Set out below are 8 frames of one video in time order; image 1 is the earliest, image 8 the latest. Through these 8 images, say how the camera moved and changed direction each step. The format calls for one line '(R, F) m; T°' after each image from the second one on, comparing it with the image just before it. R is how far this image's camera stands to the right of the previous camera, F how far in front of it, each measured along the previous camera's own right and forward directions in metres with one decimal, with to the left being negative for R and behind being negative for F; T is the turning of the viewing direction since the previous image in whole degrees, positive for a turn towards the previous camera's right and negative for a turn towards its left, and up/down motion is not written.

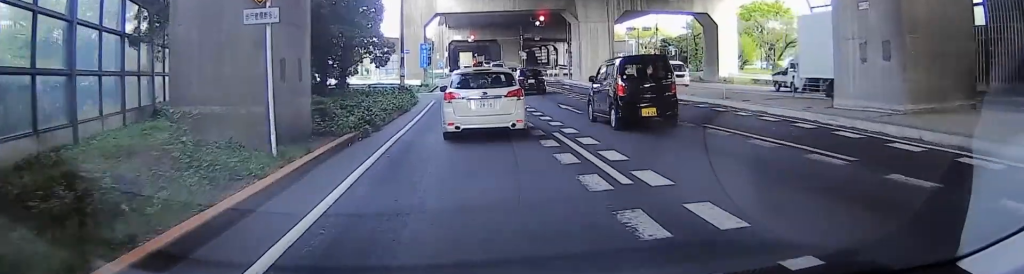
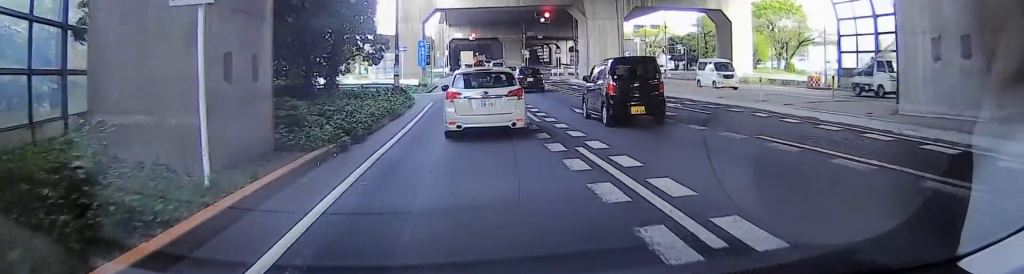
(0.0, +2.2) m; 0°
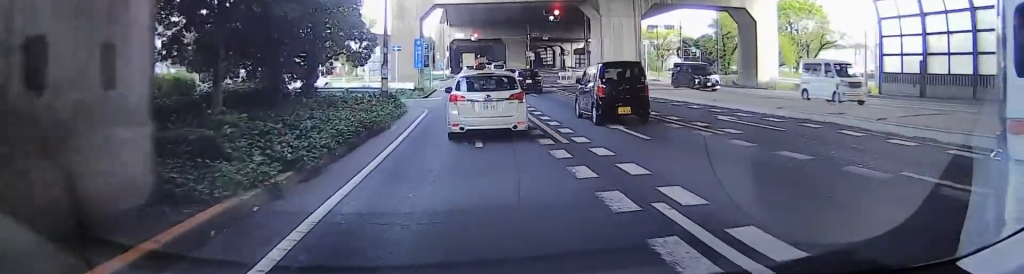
(0.0, +3.4) m; 0°
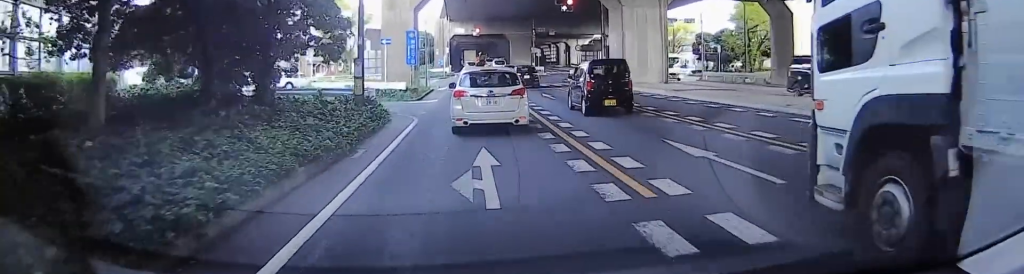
(0.0, +4.3) m; 0°
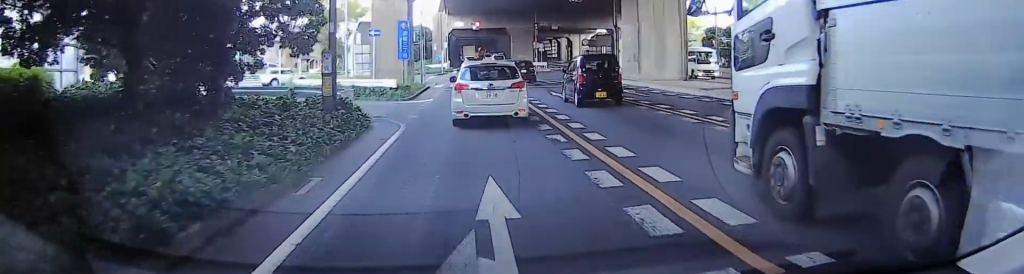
(0.0, +2.9) m; 0°
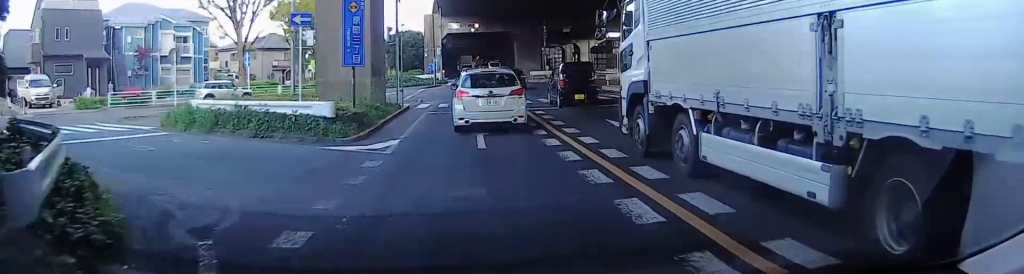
(0.0, +9.8) m; 0°
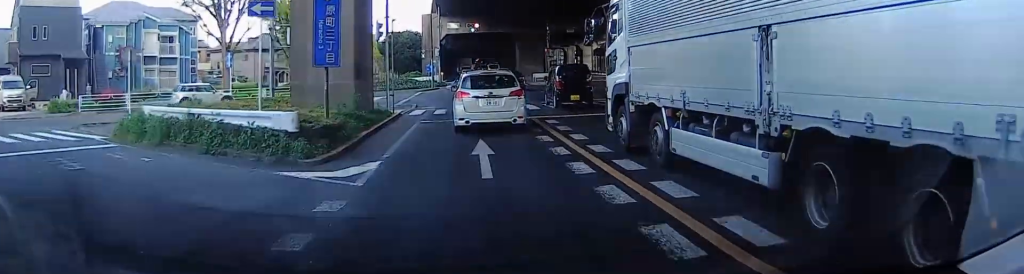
(0.0, +2.8) m; 0°
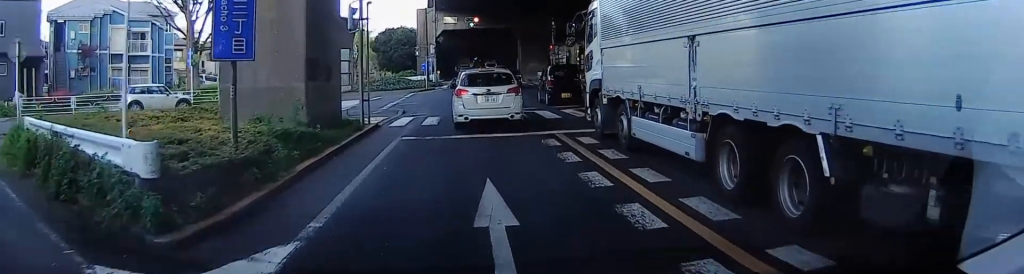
(0.0, +5.0) m; 0°
